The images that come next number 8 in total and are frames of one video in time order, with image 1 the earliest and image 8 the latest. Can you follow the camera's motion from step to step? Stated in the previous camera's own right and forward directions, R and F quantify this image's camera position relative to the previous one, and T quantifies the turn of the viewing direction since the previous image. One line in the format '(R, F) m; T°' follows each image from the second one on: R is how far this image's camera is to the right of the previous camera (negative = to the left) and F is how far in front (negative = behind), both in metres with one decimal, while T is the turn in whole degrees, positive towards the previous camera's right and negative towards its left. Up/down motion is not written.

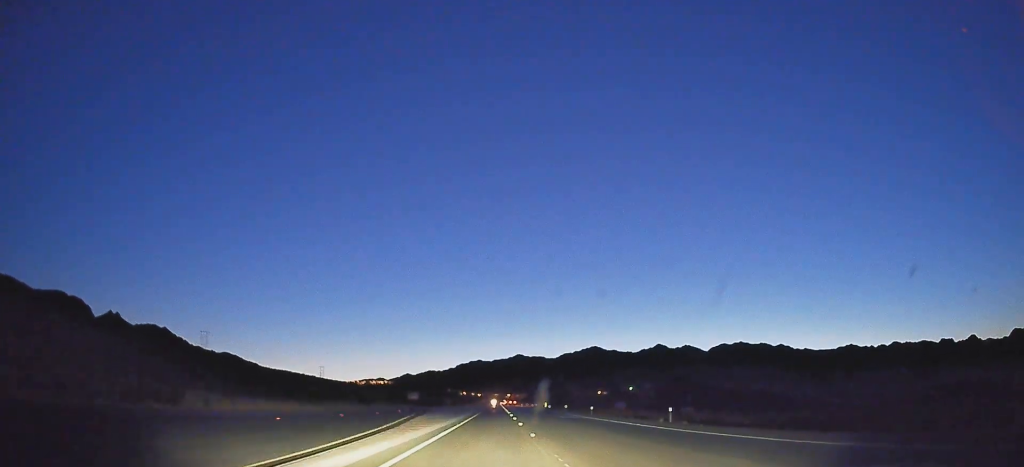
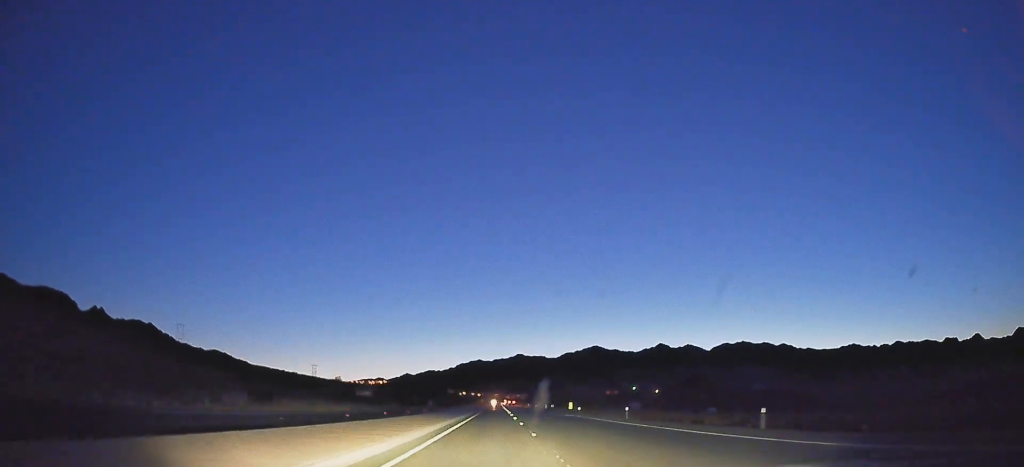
(-0.6, +49.6) m; -1°
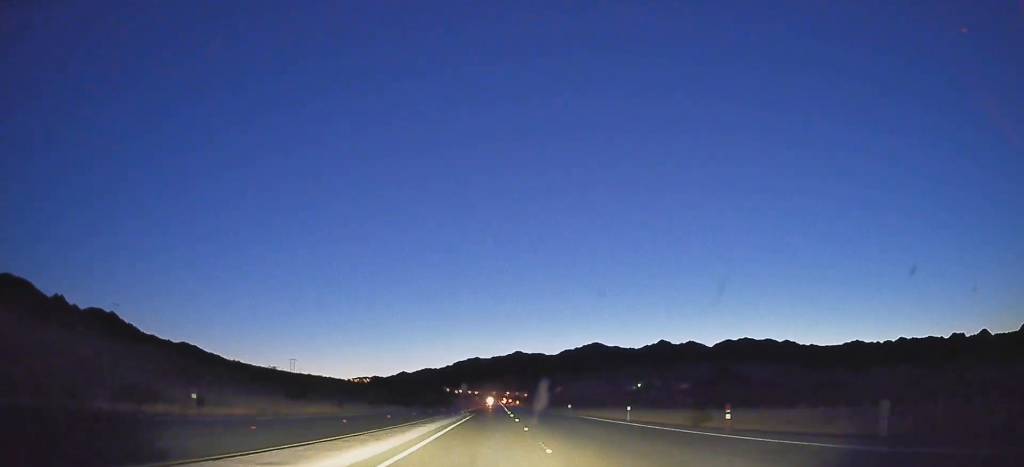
(-3.4, +106.8) m; -2°
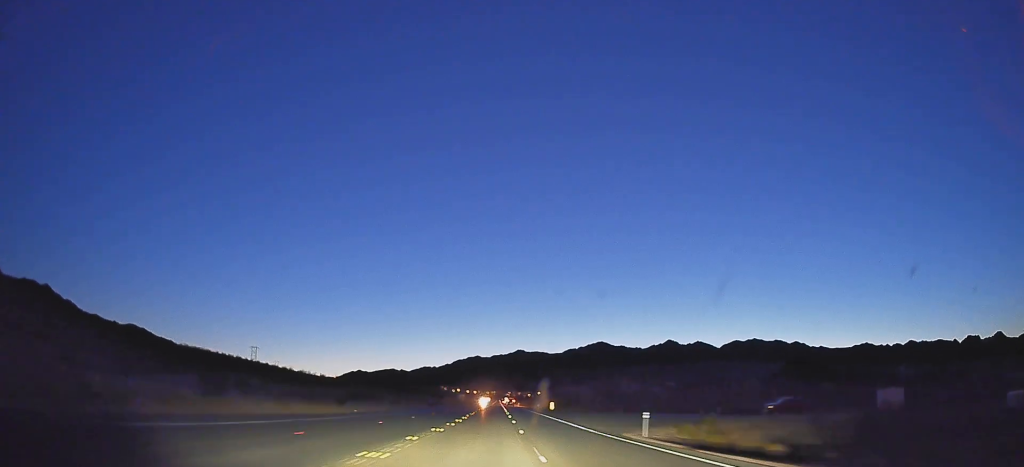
(+4.0, +160.6) m; +4°
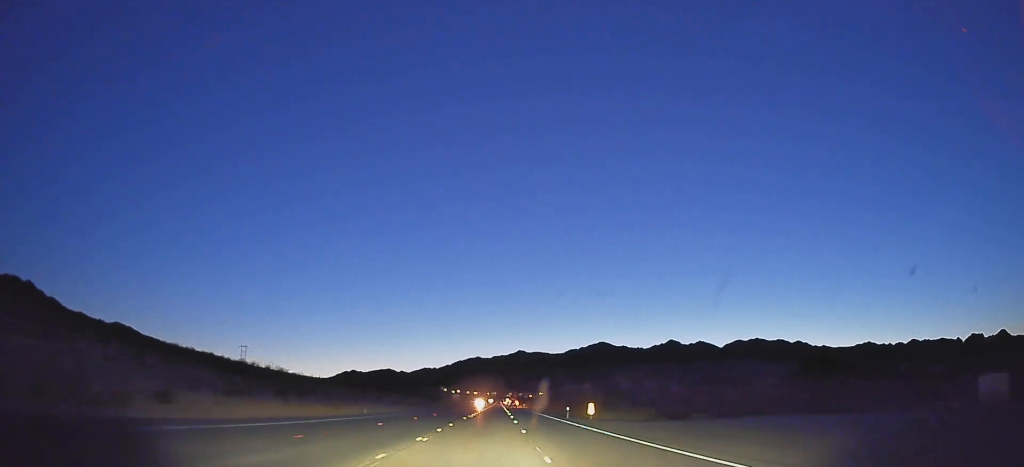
(+1.3, +36.5) m; +1°
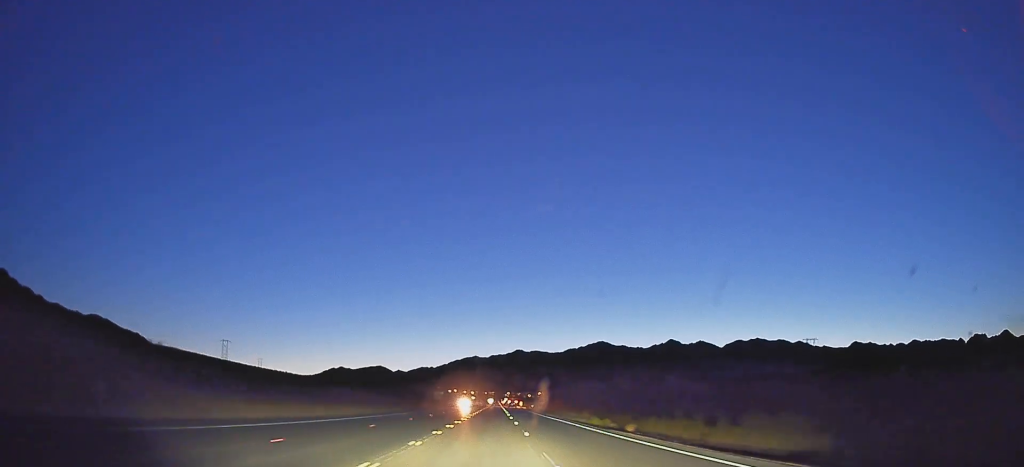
(-0.9, +50.4) m; 0°
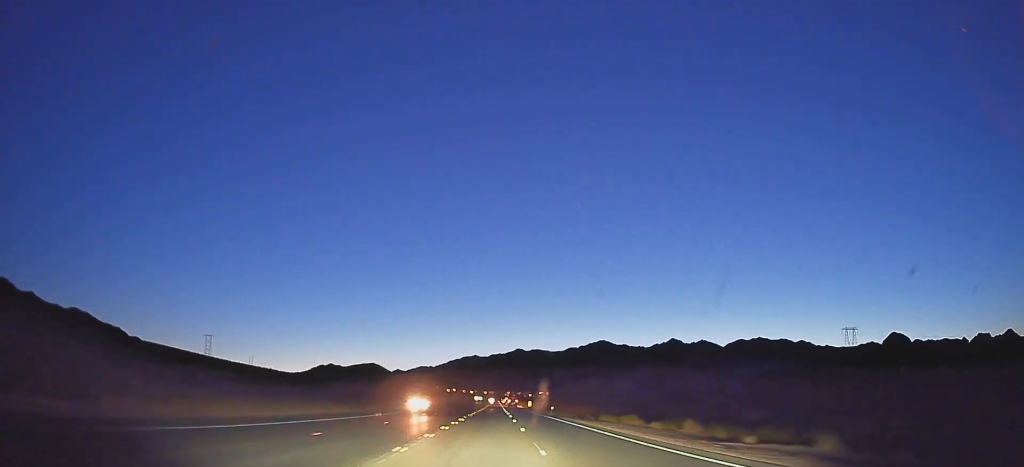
(-0.5, +44.8) m; 0°
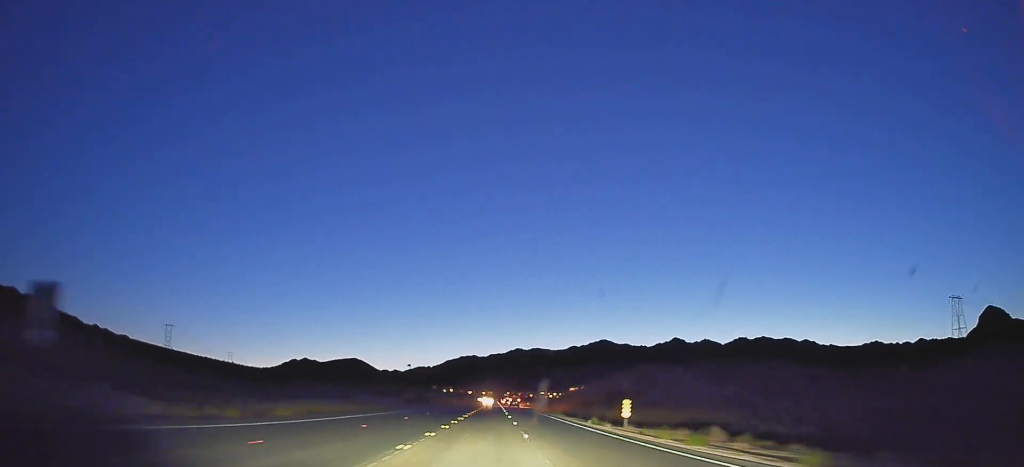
(0.0, +90.3) m; -1°
